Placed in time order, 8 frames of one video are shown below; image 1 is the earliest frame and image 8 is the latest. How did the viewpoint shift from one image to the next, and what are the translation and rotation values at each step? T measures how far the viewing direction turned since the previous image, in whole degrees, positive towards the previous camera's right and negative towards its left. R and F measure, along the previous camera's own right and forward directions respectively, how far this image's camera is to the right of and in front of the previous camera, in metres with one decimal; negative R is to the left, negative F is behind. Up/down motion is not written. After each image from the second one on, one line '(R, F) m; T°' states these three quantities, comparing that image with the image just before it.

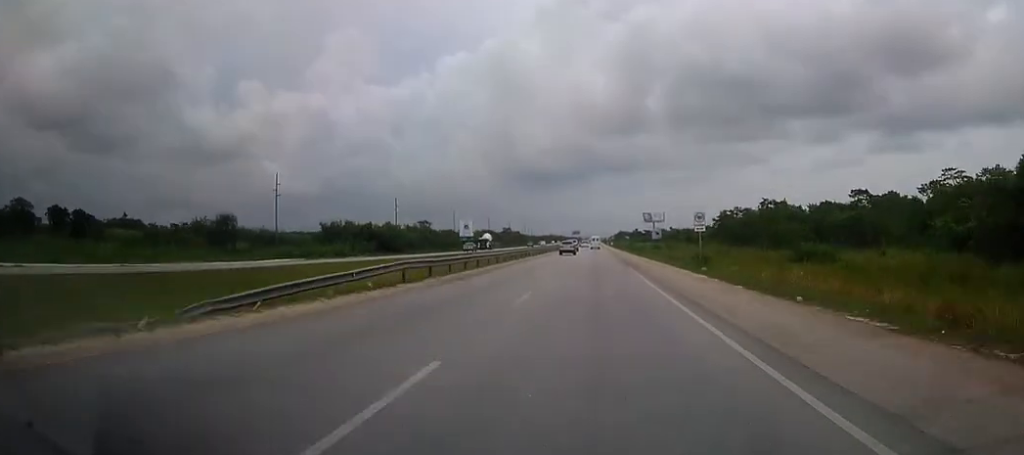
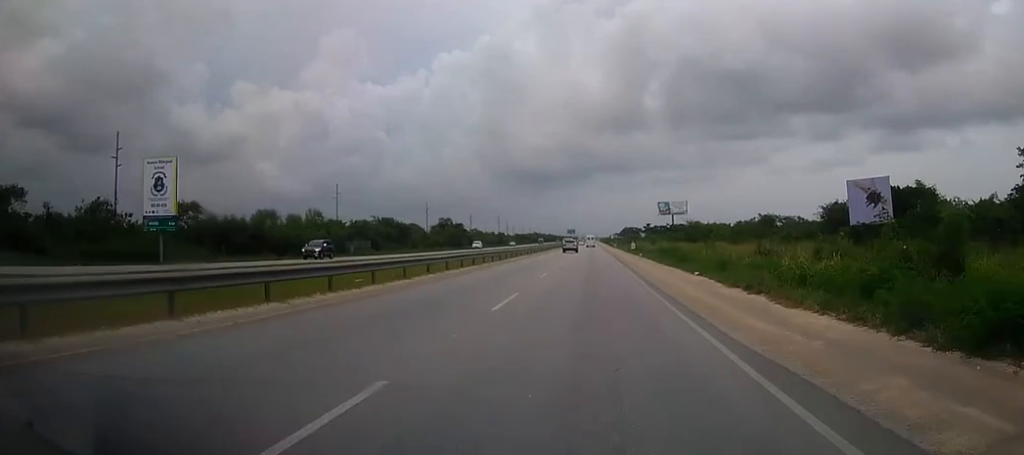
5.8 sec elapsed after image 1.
(-0.1, +140.0) m; 0°
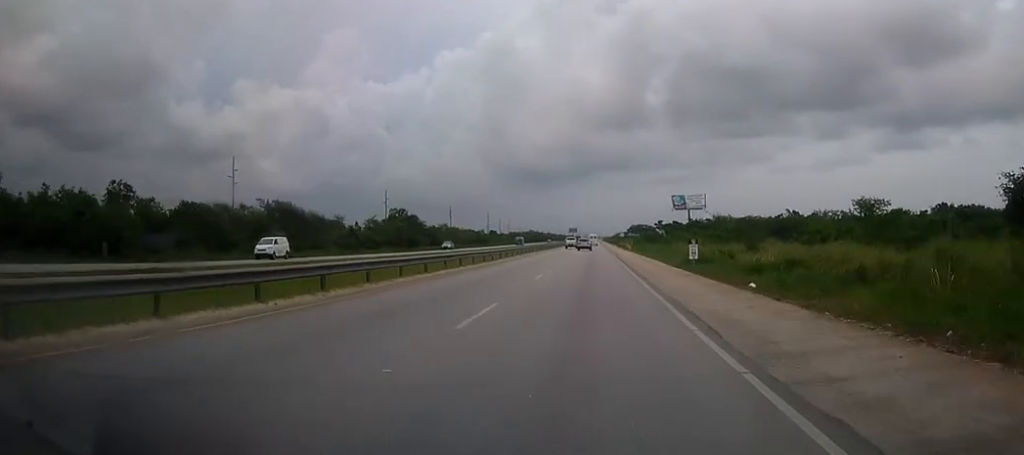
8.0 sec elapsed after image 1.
(-0.2, +52.9) m; 0°
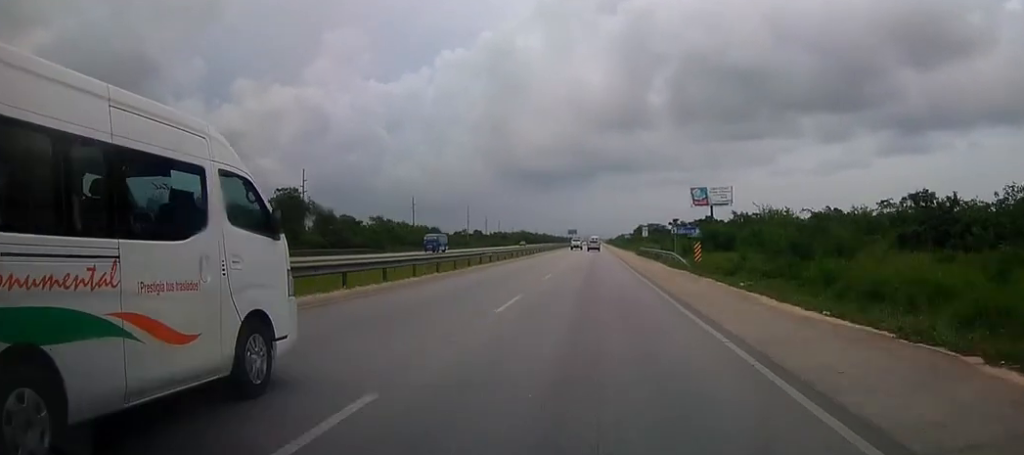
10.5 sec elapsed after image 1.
(+0.3, +60.4) m; 0°
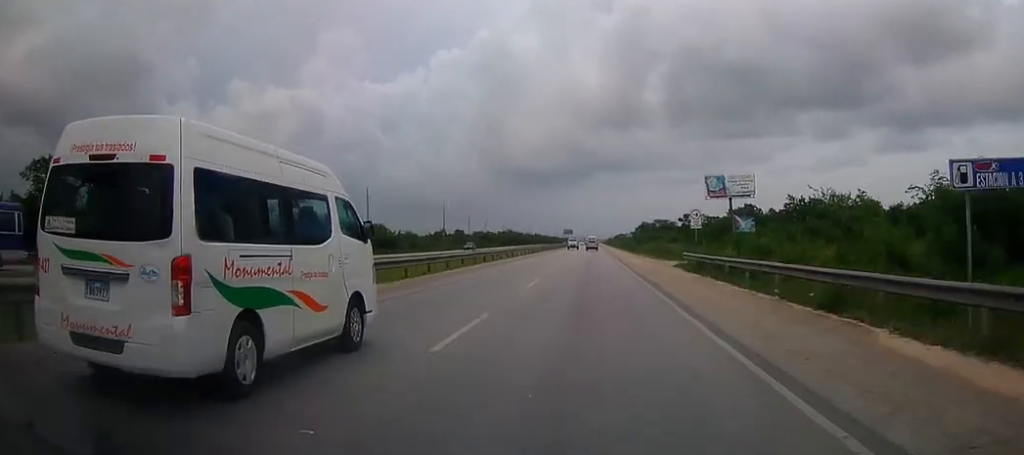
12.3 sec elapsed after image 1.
(-0.2, +42.7) m; 0°
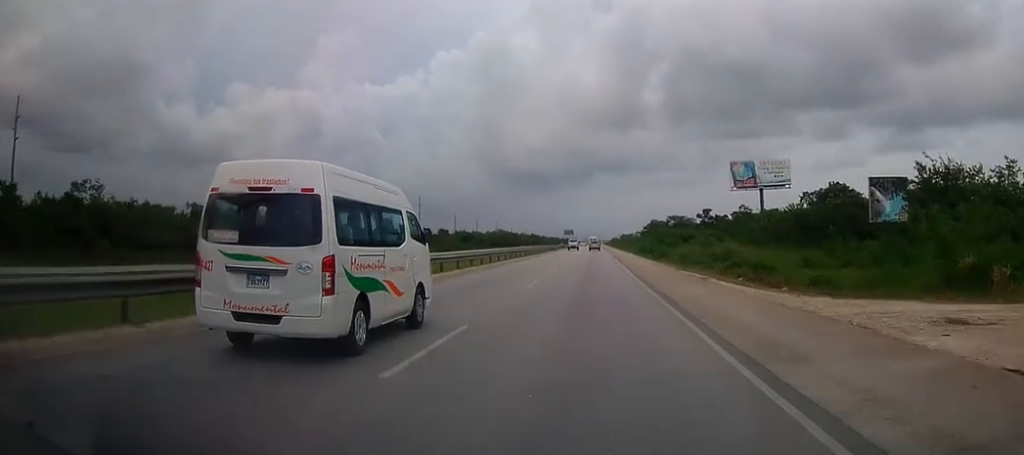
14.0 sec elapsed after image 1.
(+0.1, +40.7) m; 0°
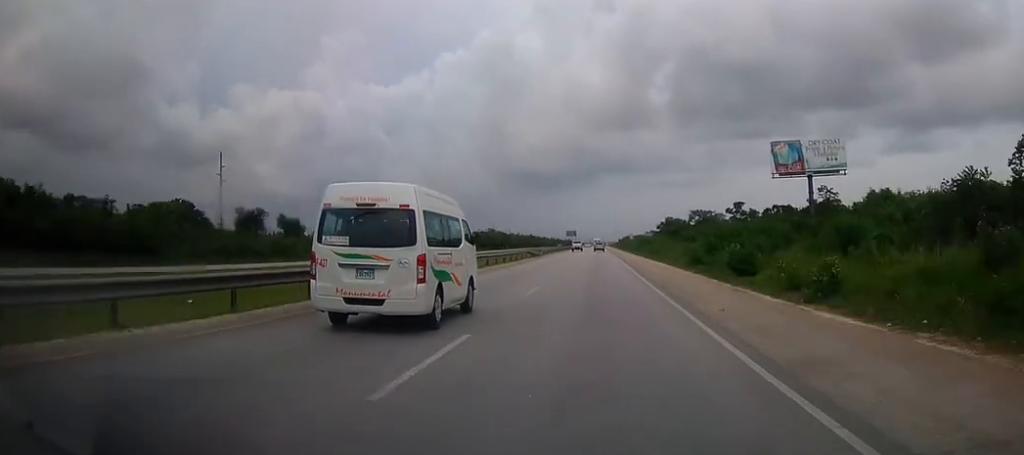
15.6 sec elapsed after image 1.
(+0.2, +38.5) m; 0°
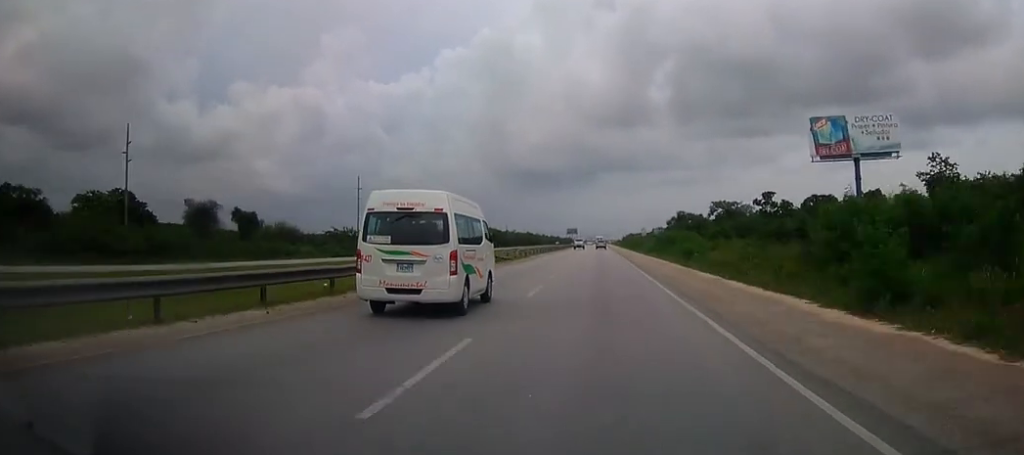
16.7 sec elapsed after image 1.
(-0.1, +26.4) m; 0°
